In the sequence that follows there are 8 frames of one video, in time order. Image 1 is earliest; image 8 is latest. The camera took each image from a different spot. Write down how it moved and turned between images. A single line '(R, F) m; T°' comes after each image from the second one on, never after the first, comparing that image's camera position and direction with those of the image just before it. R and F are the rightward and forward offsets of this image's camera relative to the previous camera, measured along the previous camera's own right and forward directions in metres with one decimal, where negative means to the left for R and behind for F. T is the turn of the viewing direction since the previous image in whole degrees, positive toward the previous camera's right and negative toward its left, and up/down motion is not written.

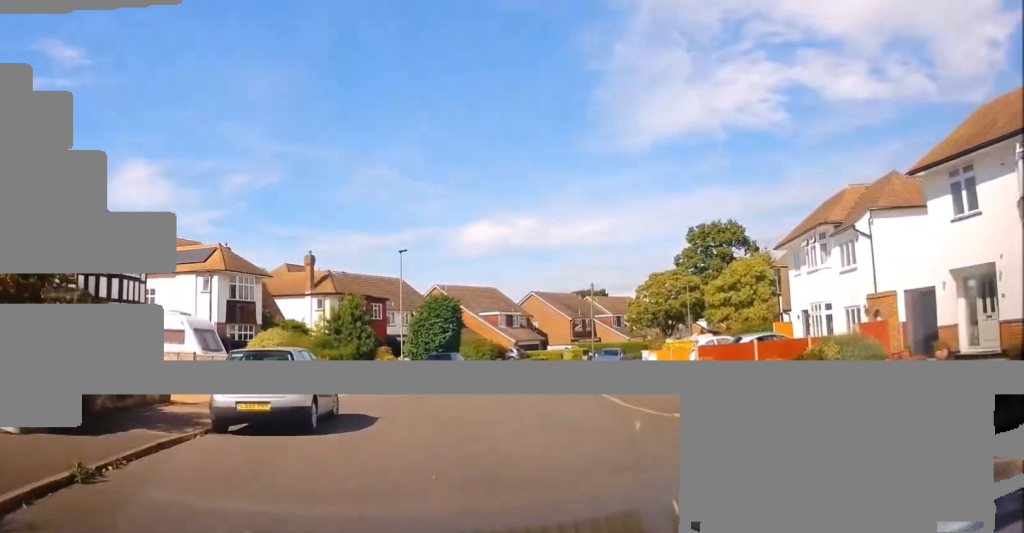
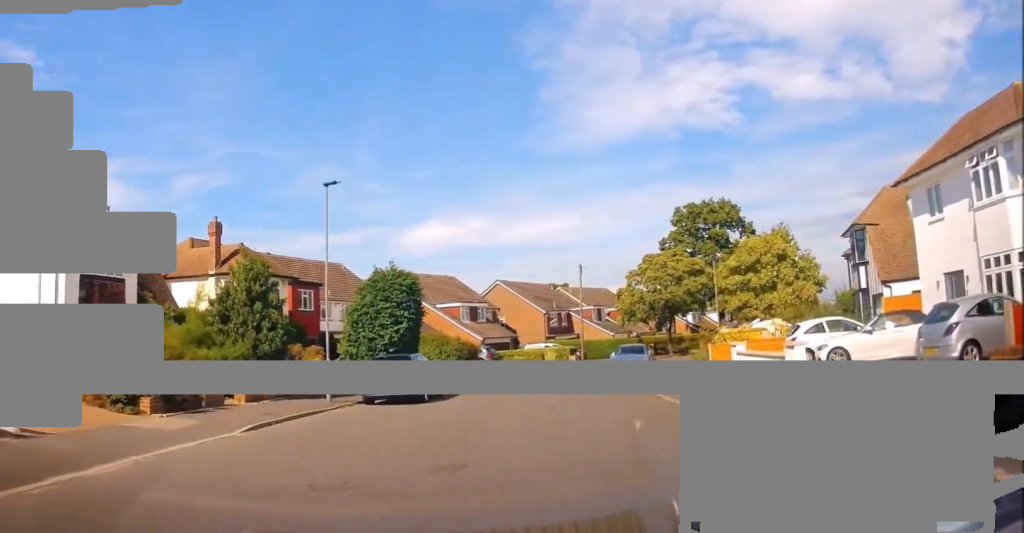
(+0.4, +13.4) m; +4°
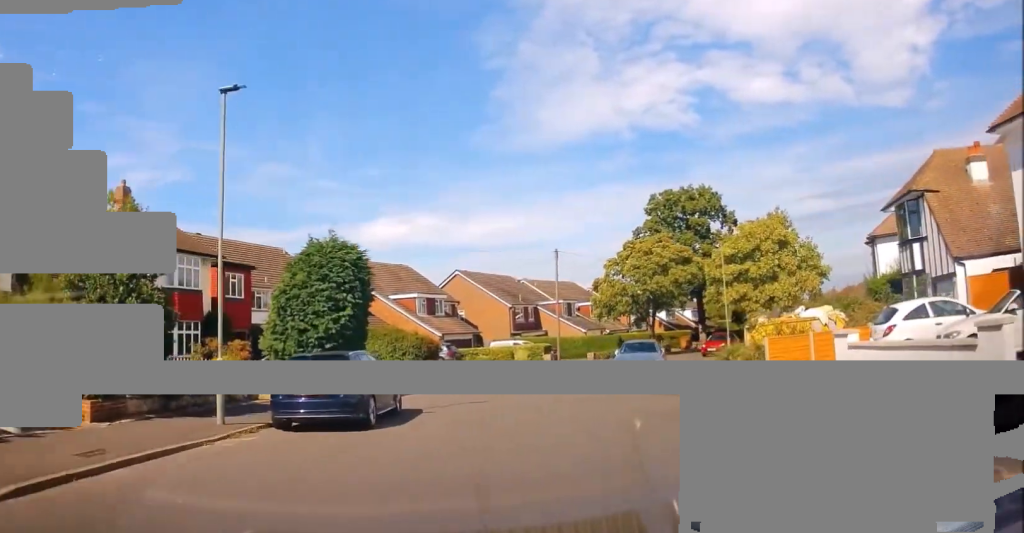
(+0.2, +7.2) m; +6°
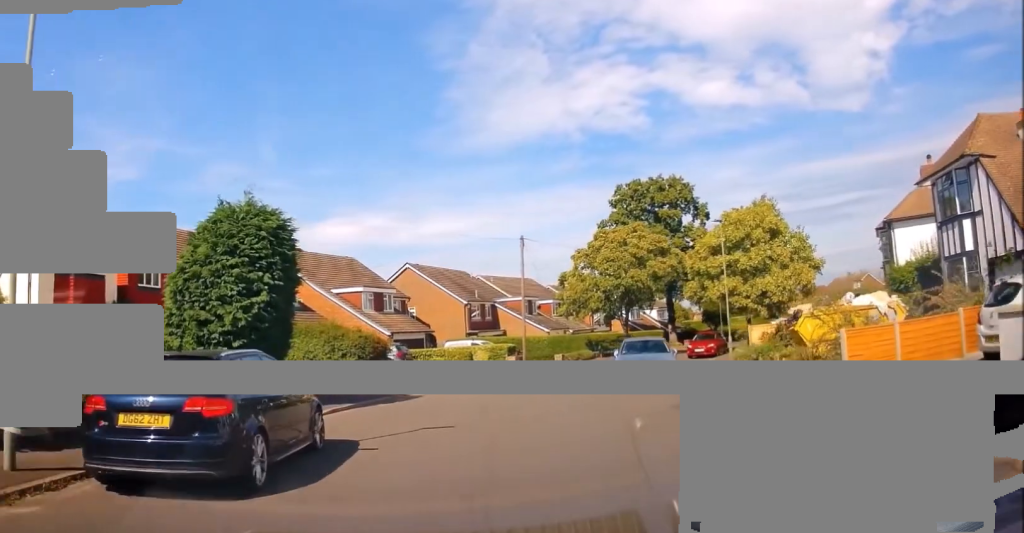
(+0.5, +5.6) m; +4°
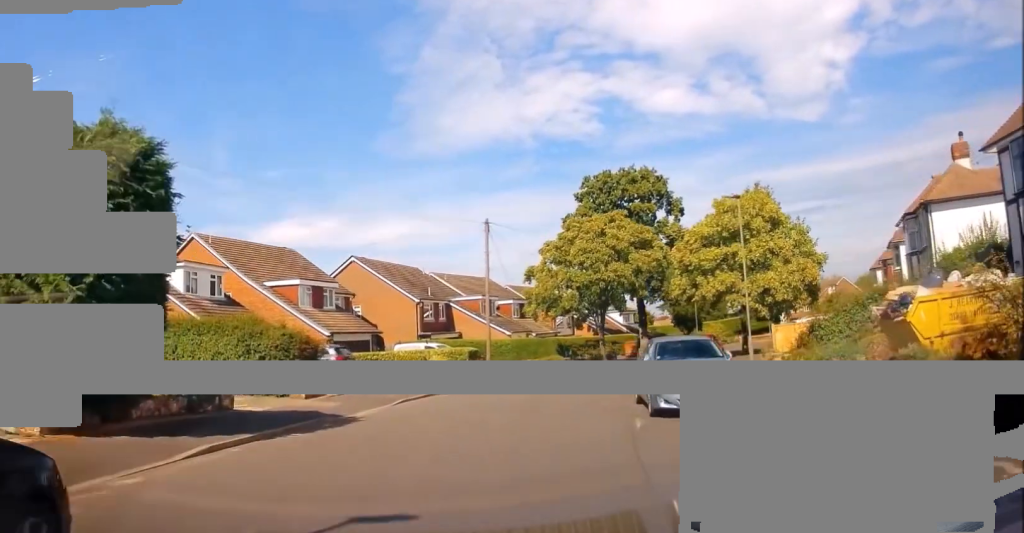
(-0.3, +6.2) m; +2°
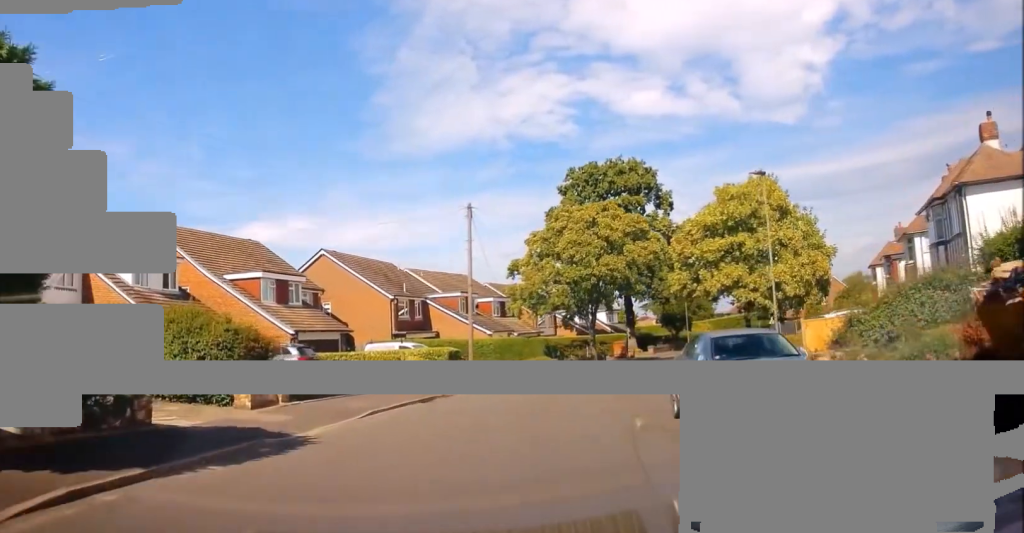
(+0.3, +3.6) m; +3°
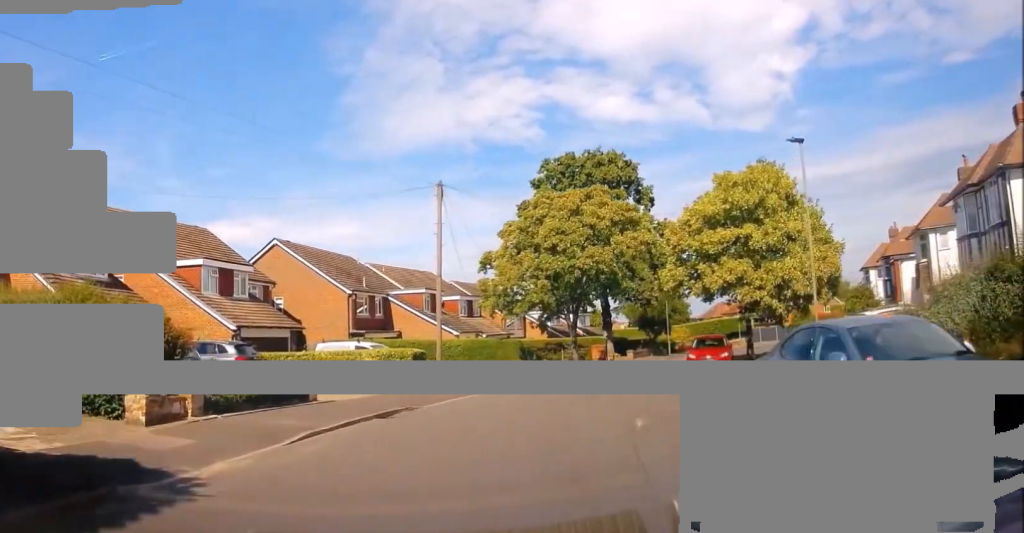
(+0.1, +3.9) m; +4°
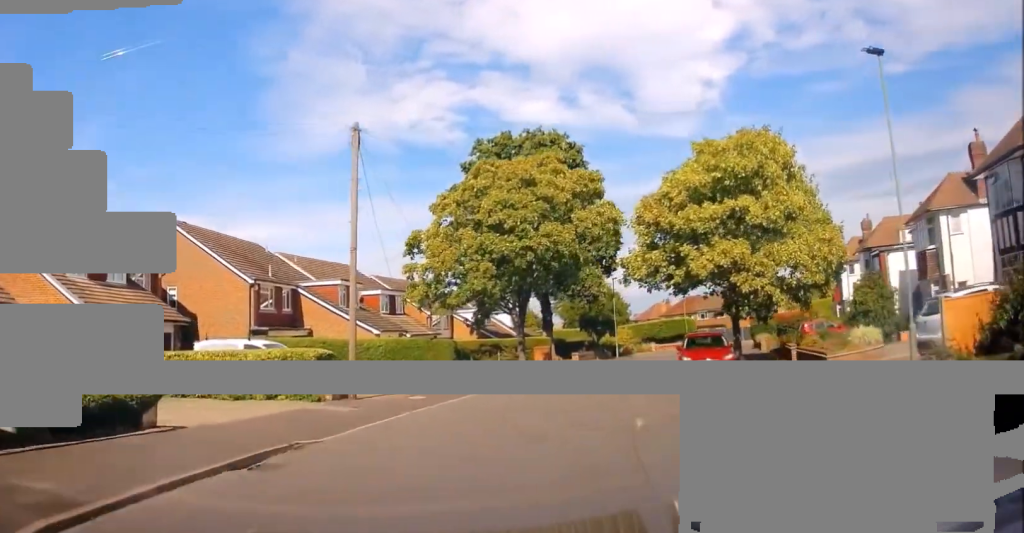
(+0.1, +6.0) m; +8°
